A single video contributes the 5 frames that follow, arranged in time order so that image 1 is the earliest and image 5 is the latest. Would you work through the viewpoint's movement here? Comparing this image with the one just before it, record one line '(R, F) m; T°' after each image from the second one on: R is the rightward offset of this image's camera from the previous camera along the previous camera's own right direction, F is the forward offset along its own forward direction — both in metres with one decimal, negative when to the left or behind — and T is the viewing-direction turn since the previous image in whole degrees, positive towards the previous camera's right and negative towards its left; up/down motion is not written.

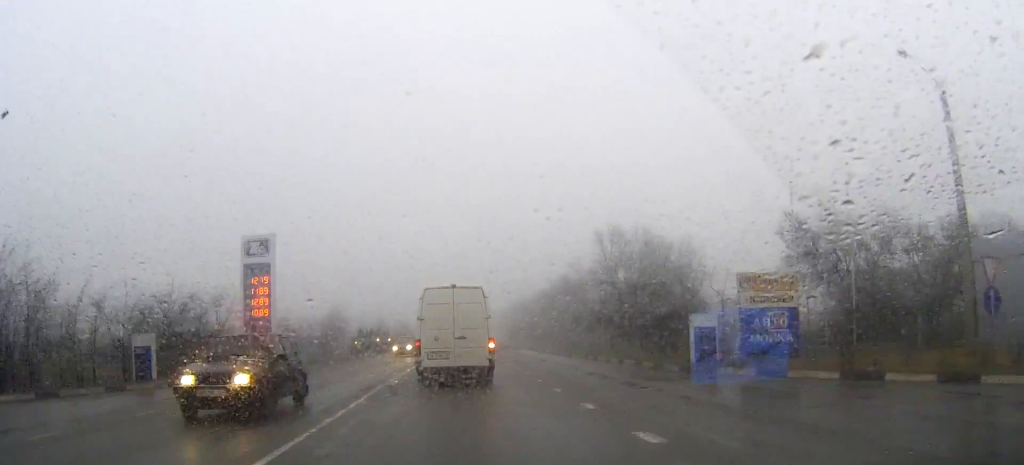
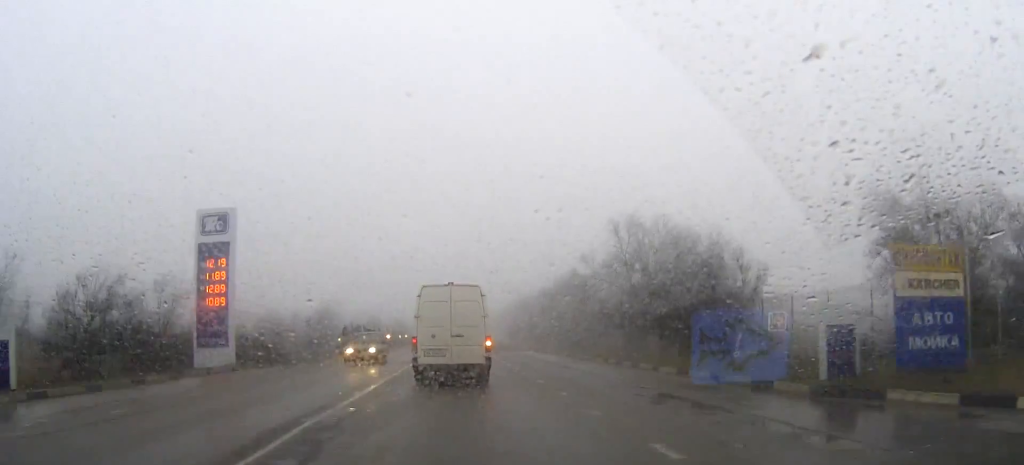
(0.0, +8.7) m; +1°
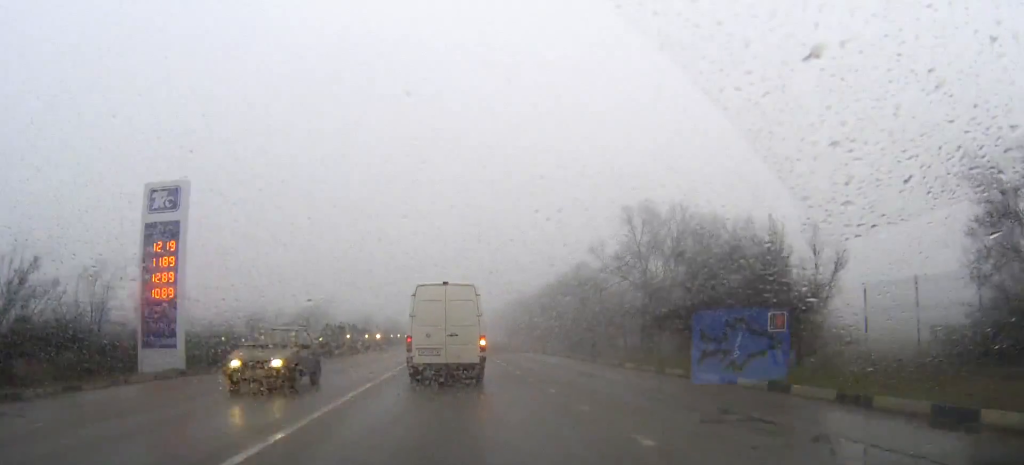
(+0.1, +7.3) m; +1°
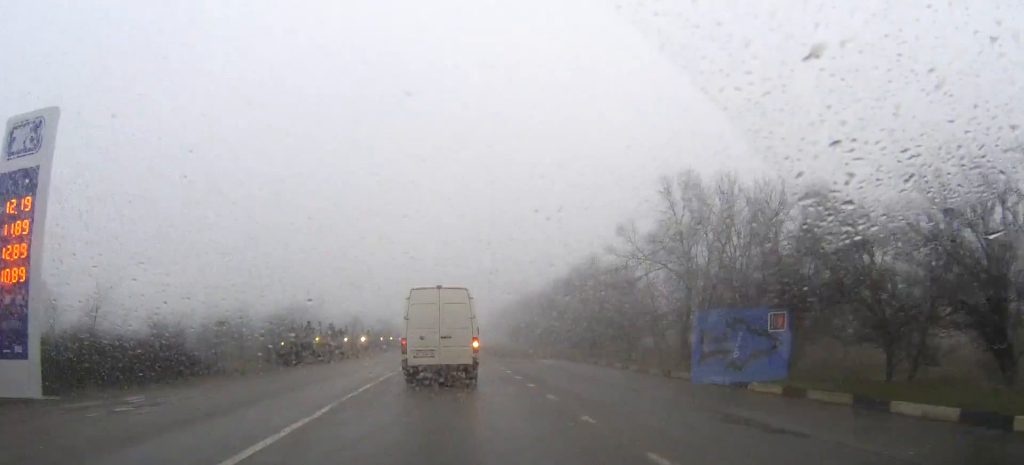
(0.0, +13.7) m; 0°
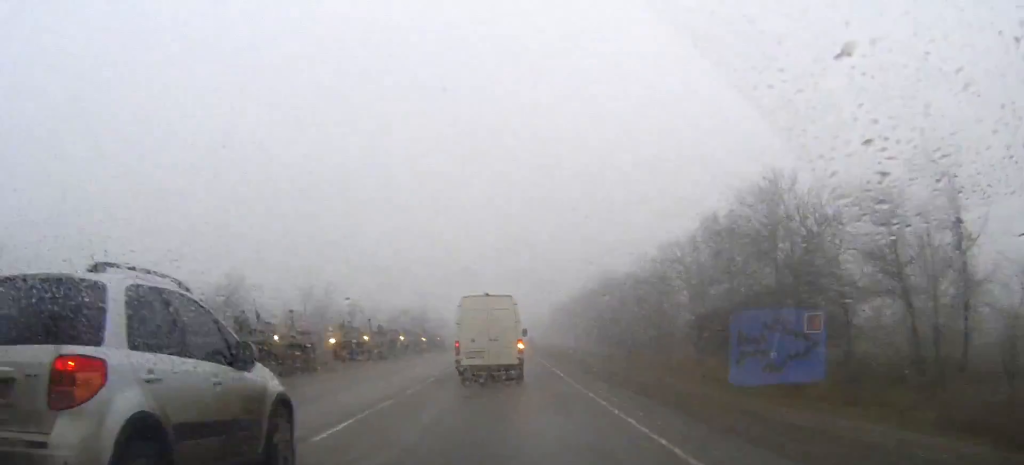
(-1.1, +46.6) m; -3°
